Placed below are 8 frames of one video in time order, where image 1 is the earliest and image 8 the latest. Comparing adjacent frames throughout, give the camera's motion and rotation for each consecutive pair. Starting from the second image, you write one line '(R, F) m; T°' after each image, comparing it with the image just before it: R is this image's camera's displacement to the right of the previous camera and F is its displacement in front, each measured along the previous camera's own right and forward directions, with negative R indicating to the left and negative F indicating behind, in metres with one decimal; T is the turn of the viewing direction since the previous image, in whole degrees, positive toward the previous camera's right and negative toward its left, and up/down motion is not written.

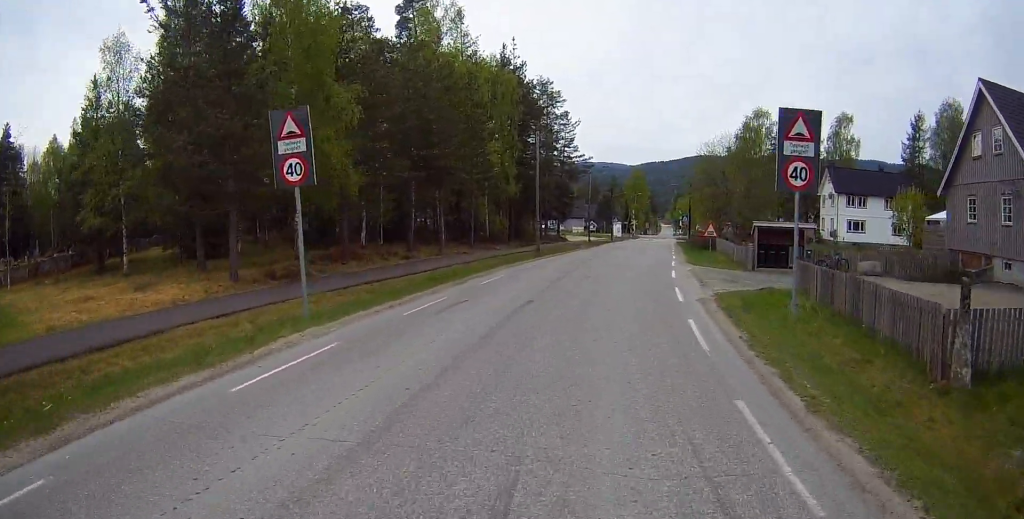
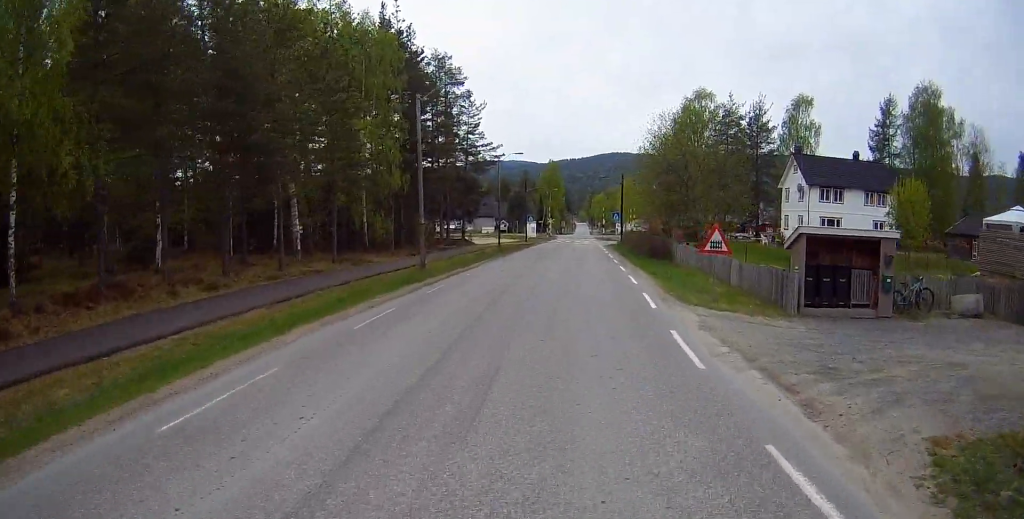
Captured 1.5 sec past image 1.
(+0.5, +13.5) m; +7°
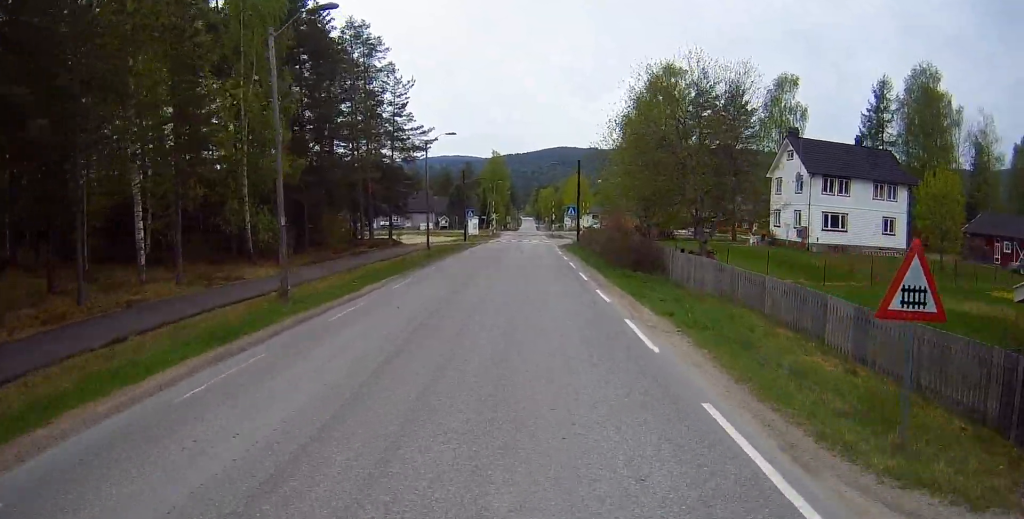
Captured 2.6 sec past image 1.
(+0.8, +10.7) m; +5°
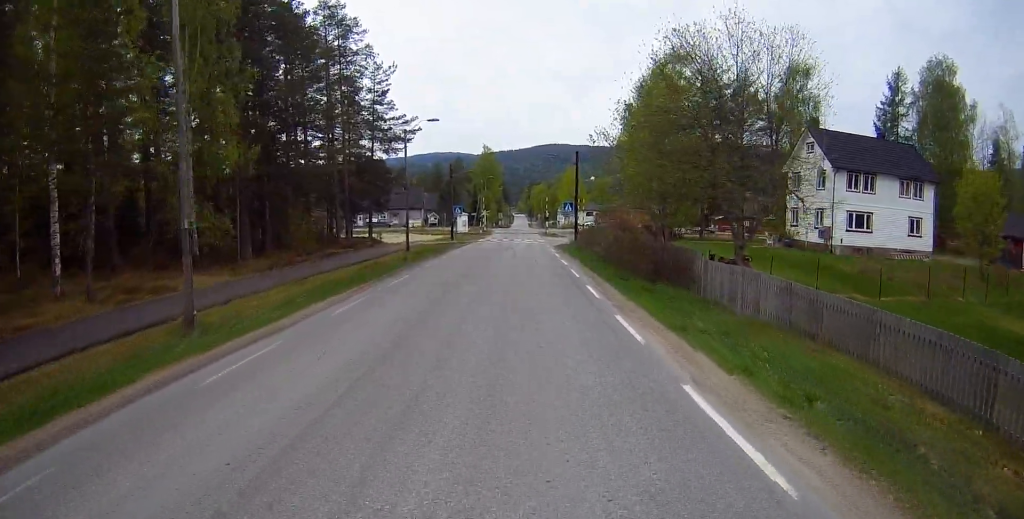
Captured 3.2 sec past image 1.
(-0.1, +5.1) m; 0°
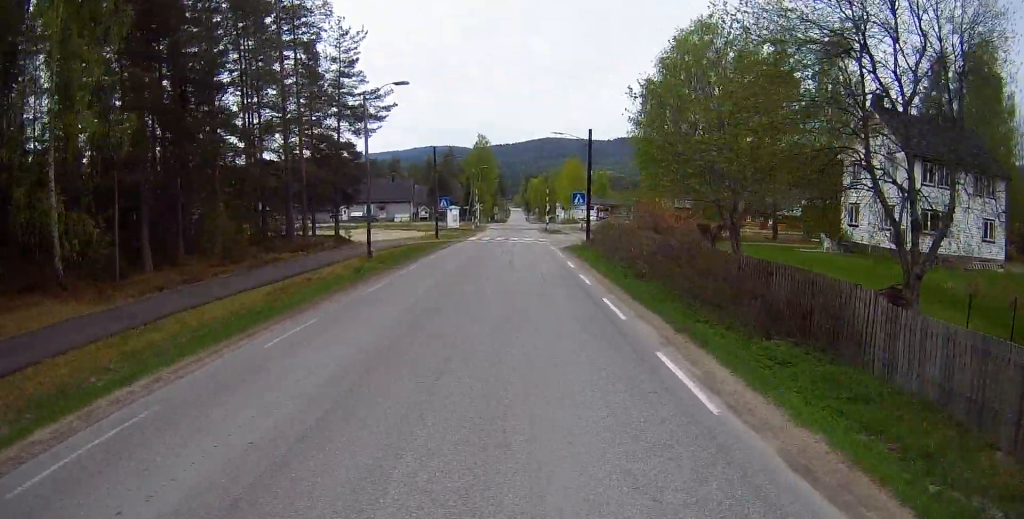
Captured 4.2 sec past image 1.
(-0.2, +10.0) m; 0°
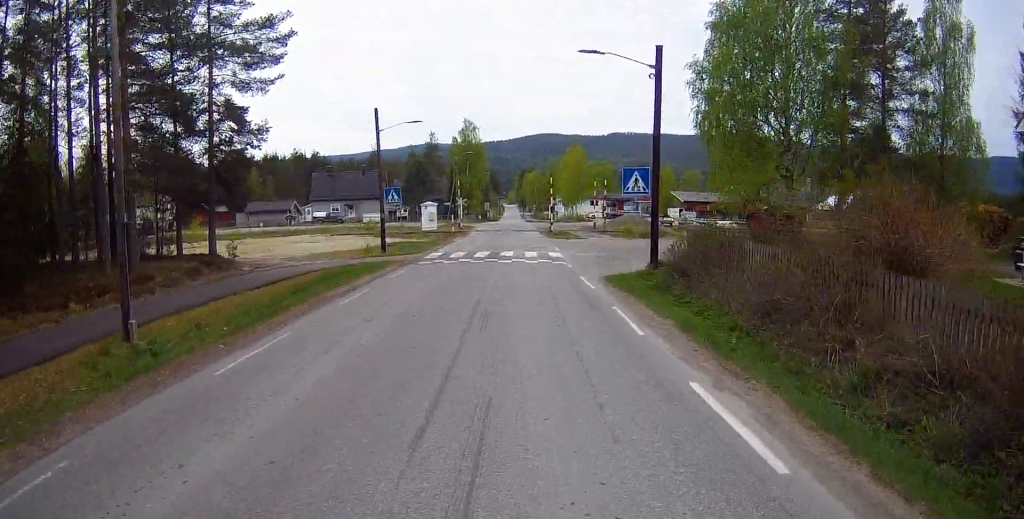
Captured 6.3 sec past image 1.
(+0.2, +20.1) m; +2°
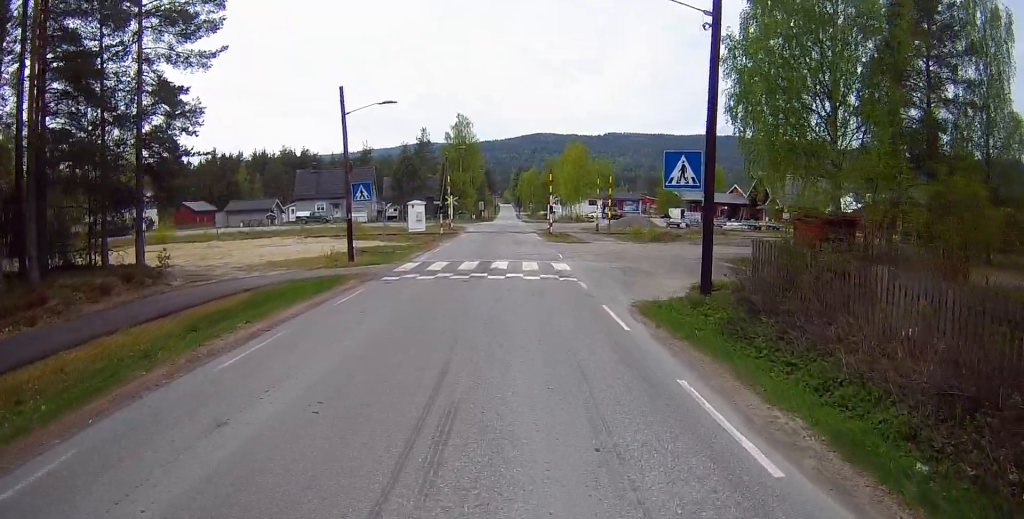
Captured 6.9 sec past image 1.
(-0.1, +5.9) m; +1°
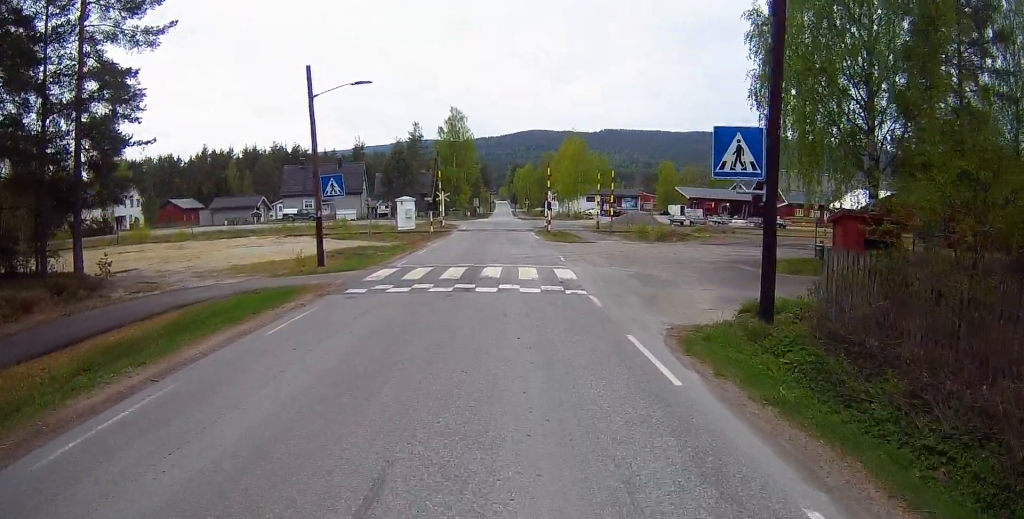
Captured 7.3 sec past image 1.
(+0.2, +3.7) m; 0°
